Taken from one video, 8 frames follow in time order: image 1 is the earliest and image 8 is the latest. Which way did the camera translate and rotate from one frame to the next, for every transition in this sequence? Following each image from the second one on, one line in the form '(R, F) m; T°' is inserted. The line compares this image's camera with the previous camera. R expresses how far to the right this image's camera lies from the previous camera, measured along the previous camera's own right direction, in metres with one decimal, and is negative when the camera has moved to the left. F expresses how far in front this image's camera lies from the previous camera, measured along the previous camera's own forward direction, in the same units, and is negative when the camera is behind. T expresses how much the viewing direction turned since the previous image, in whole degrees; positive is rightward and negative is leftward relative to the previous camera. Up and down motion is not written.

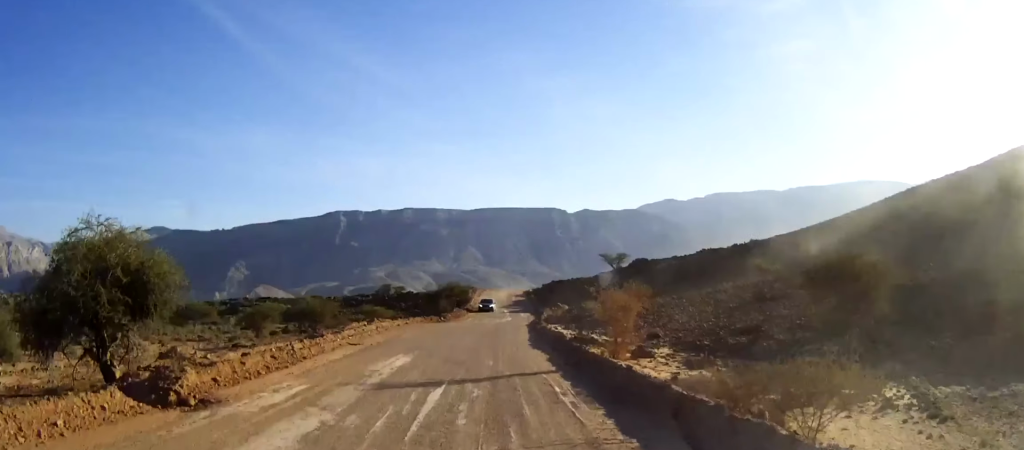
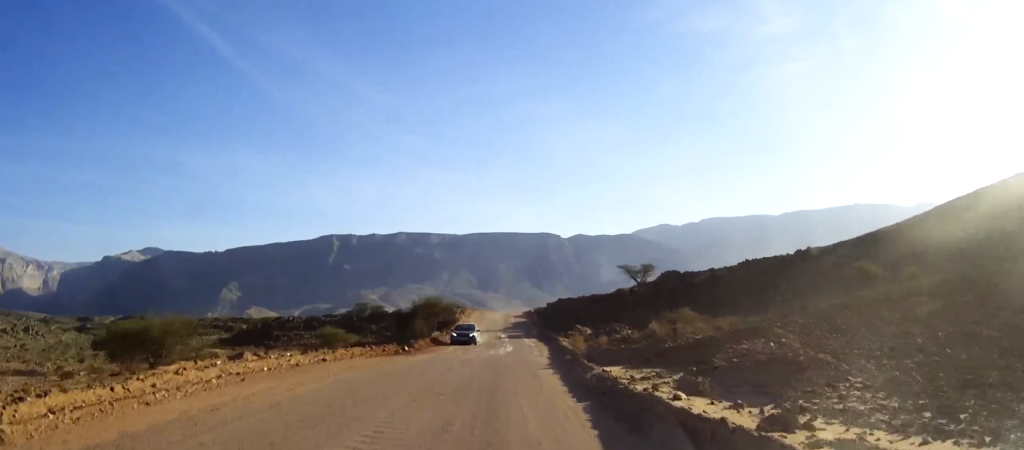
(-0.1, +20.2) m; 0°
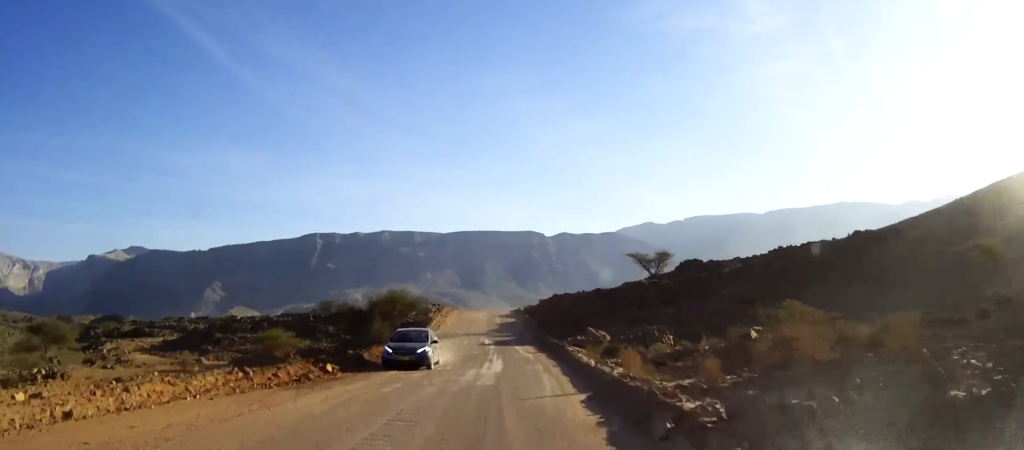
(+0.1, +14.4) m; +1°
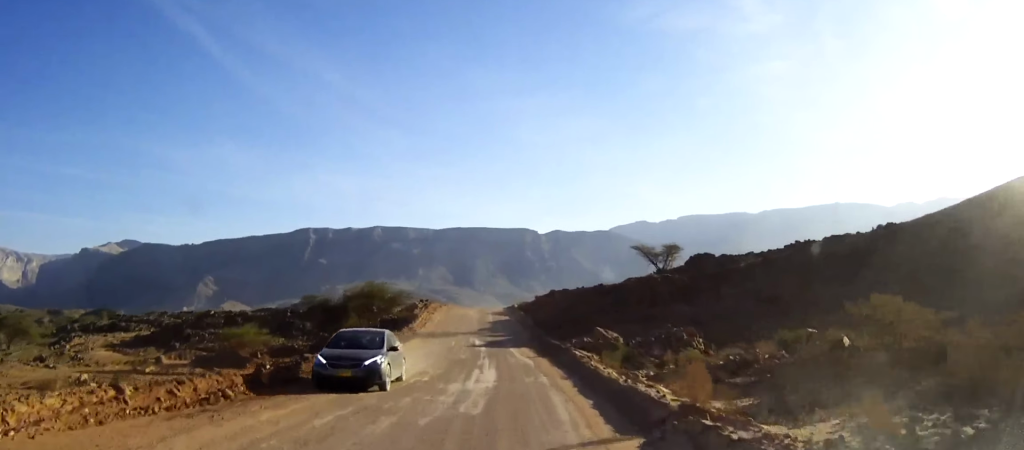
(+0.1, +5.8) m; 0°
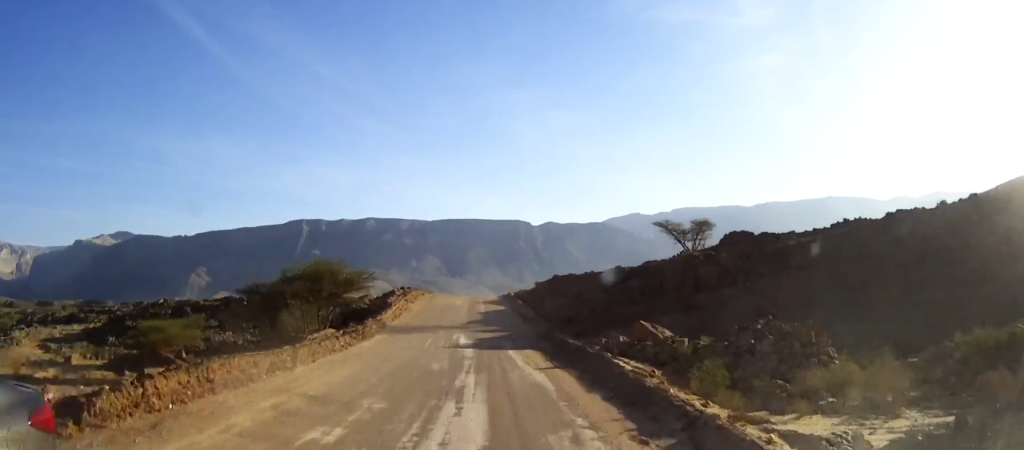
(+0.1, +11.1) m; +1°
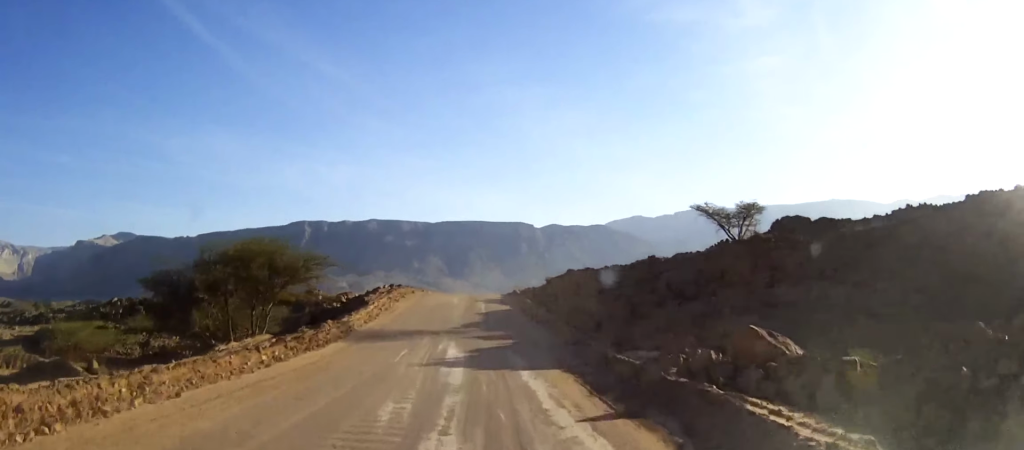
(0.0, +9.0) m; 0°
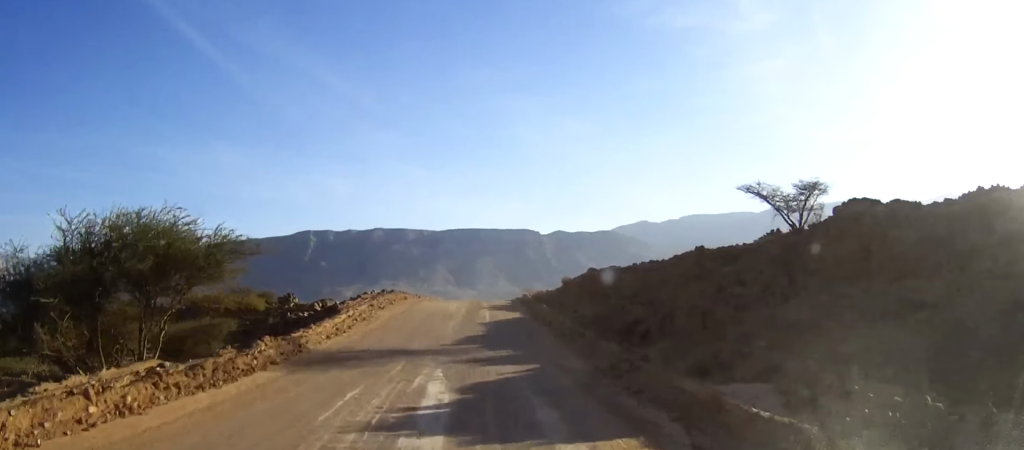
(0.0, +7.7) m; 0°
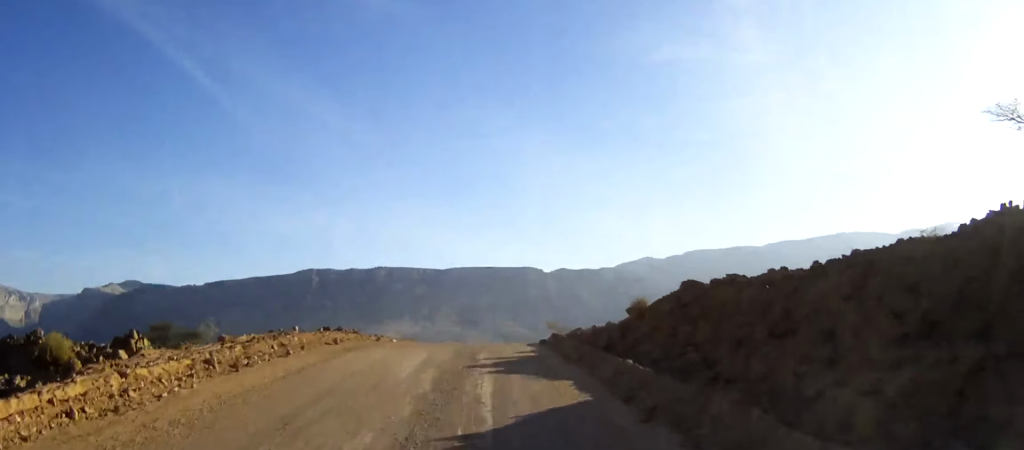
(0.0, +20.8) m; 0°
